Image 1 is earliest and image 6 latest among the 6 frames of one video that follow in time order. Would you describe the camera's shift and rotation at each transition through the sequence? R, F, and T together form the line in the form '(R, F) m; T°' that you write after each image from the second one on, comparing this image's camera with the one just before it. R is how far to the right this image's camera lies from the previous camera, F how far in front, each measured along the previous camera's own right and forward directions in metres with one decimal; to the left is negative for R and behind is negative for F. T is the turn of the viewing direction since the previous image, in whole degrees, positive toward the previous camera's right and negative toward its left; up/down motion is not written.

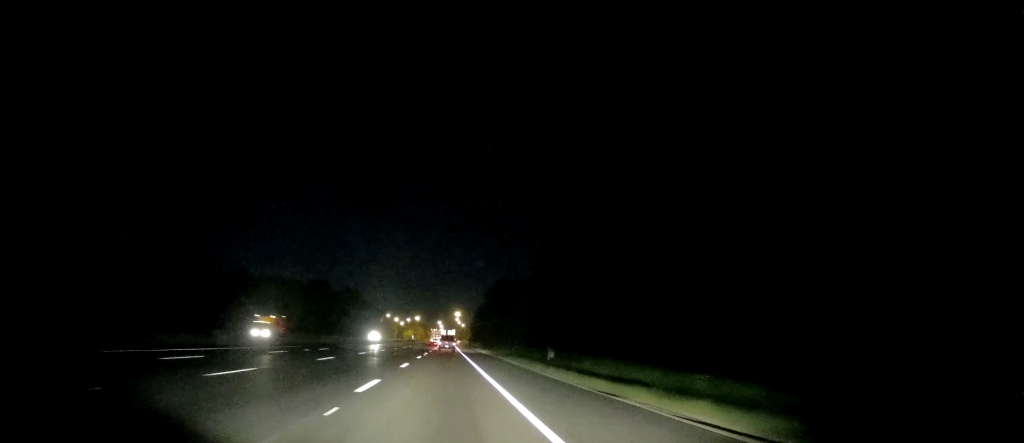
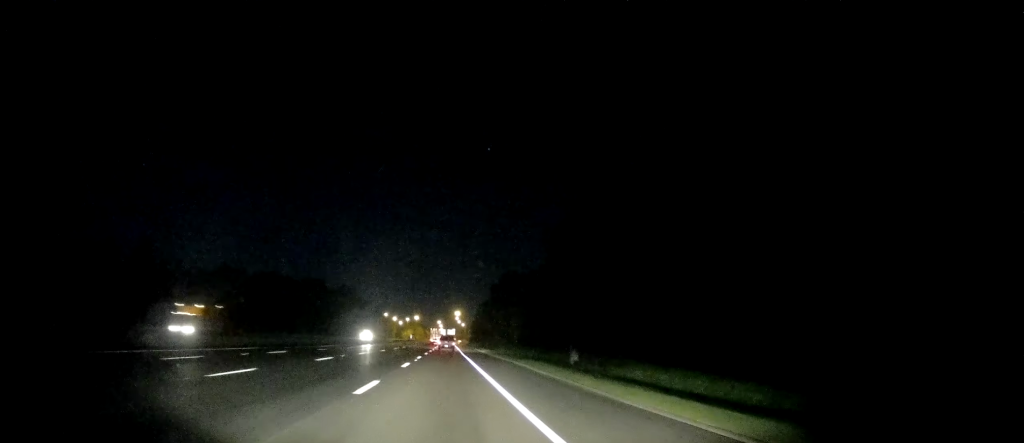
(+0.1, +12.6) m; 0°
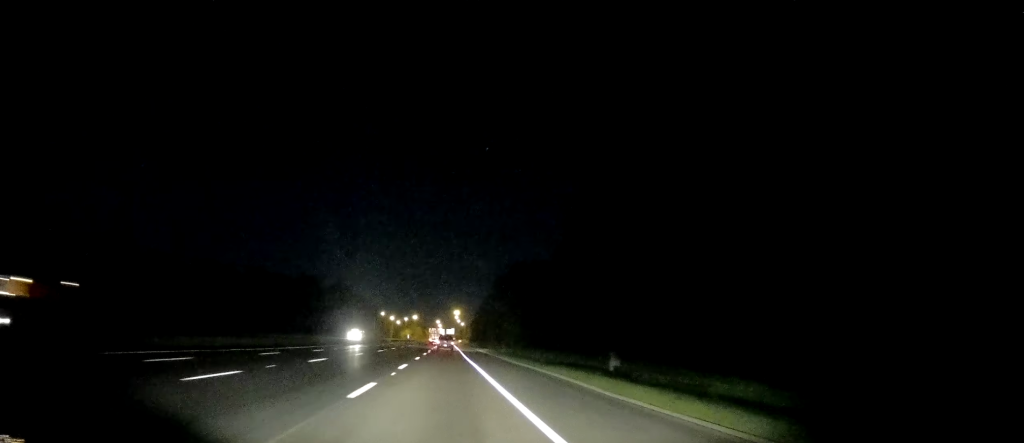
(+0.1, +13.6) m; 0°
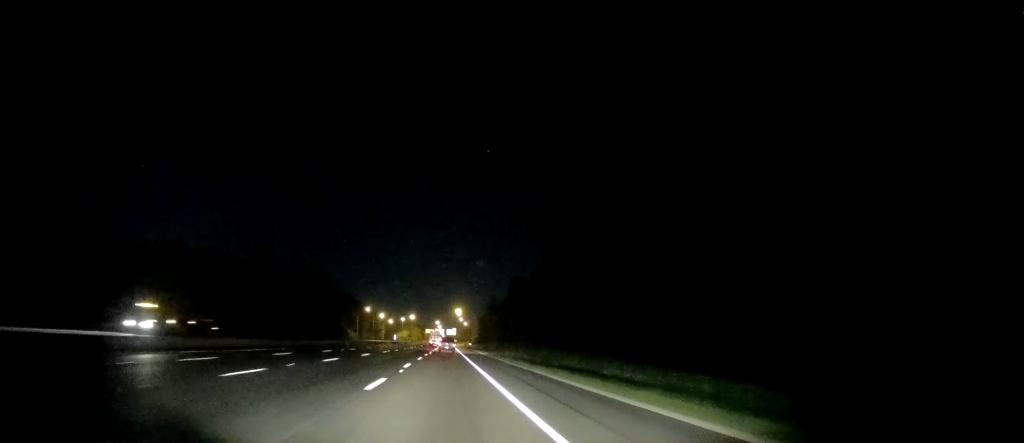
(-0.9, +71.1) m; 0°
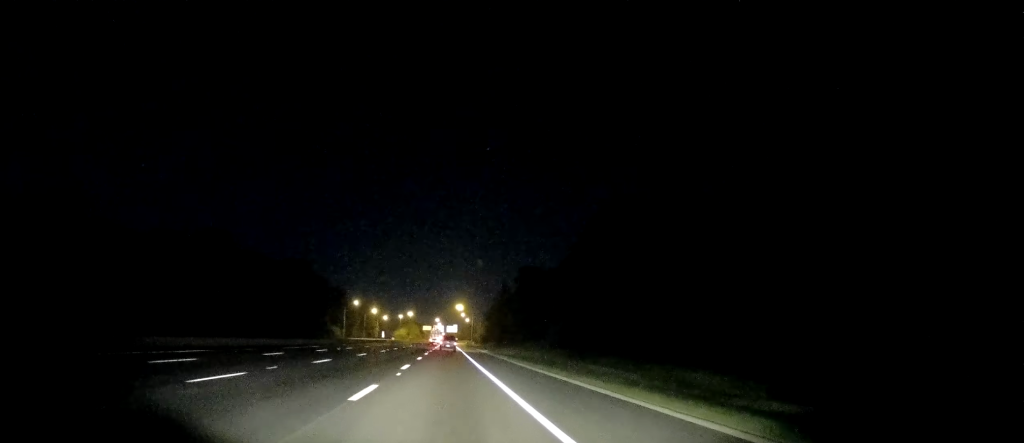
(+0.5, +38.7) m; 0°
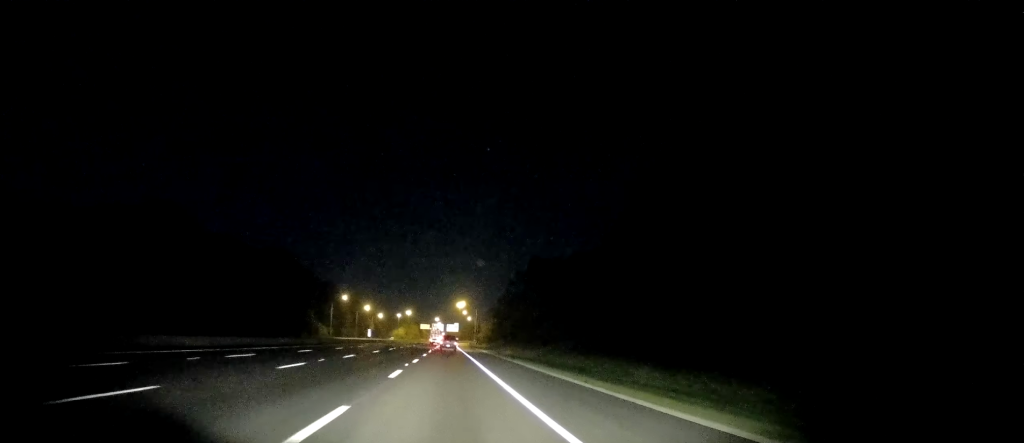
(-0.2, +30.4) m; -1°
